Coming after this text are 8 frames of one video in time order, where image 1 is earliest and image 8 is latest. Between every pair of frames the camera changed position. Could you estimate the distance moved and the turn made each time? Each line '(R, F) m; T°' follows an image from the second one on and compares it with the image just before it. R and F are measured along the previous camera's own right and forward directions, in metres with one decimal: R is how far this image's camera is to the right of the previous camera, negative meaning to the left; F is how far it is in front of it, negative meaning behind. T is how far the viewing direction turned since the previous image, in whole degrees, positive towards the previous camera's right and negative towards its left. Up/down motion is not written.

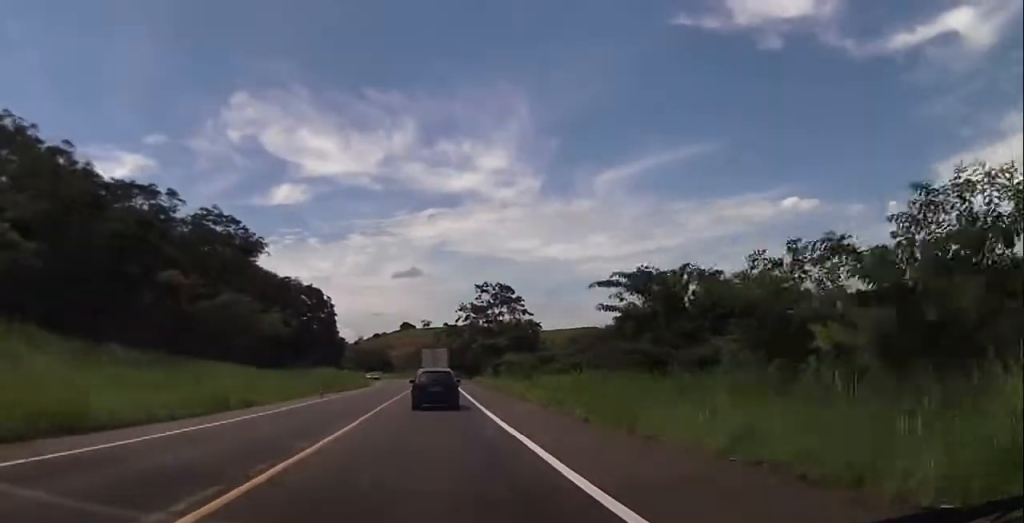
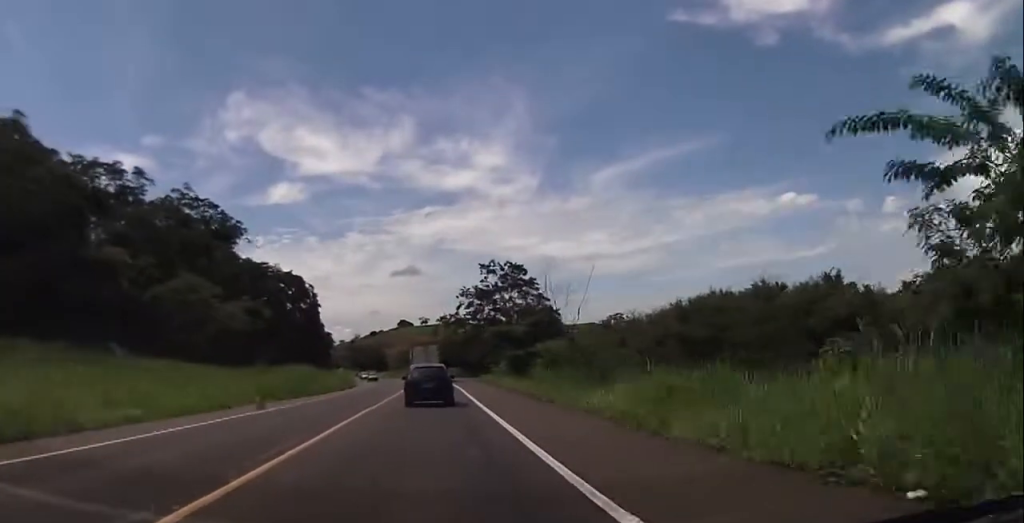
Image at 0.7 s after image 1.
(+0.3, +18.3) m; 0°
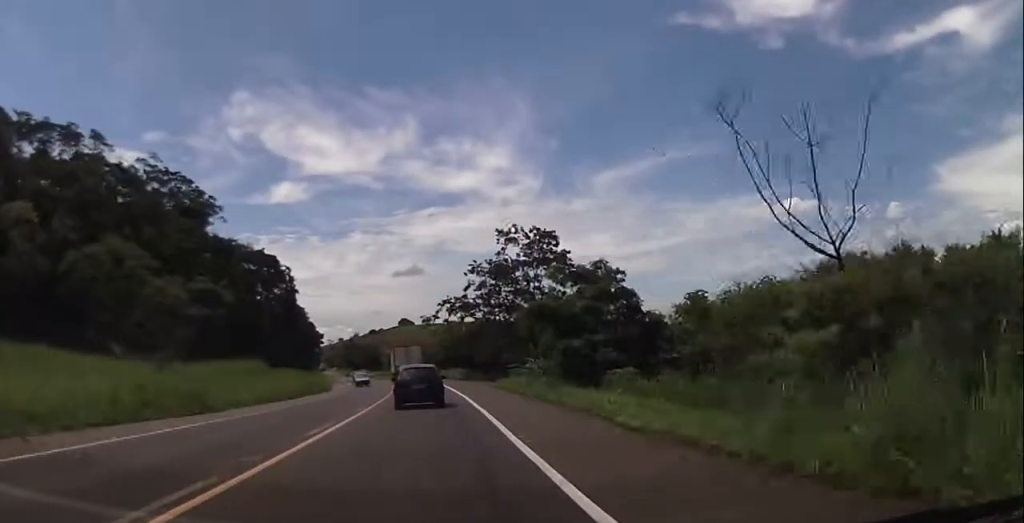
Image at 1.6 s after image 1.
(-0.3, +22.6) m; -1°
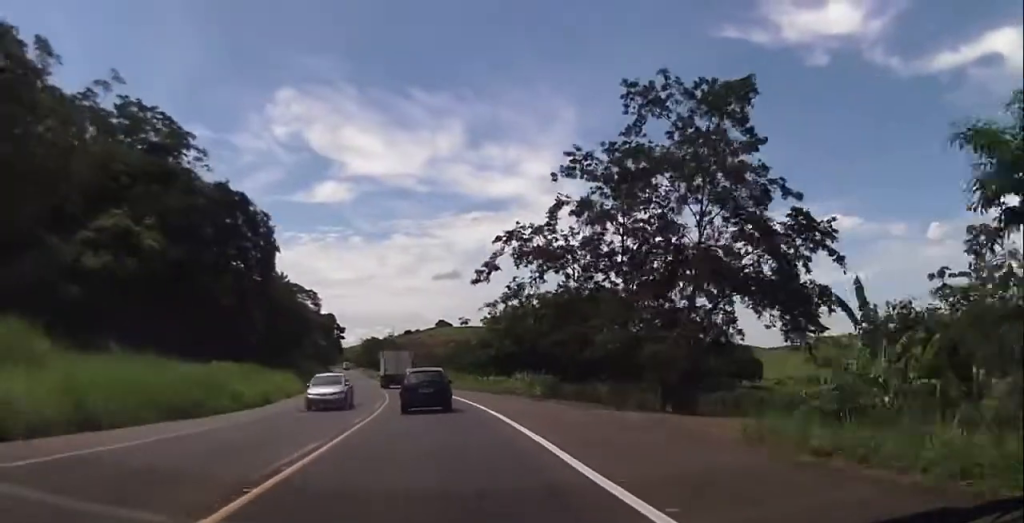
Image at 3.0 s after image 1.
(-0.5, +36.4) m; -1°
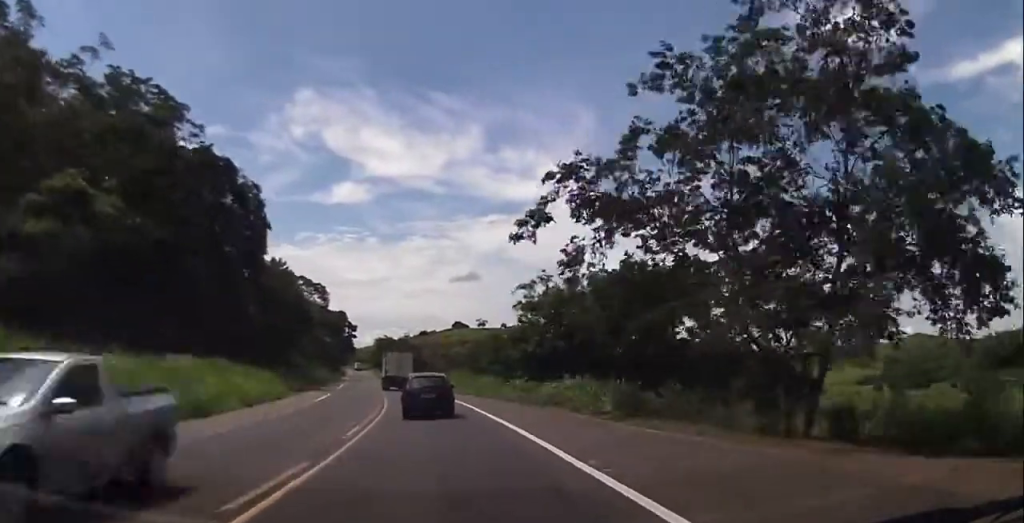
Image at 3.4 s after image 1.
(0.0, +11.4) m; -1°
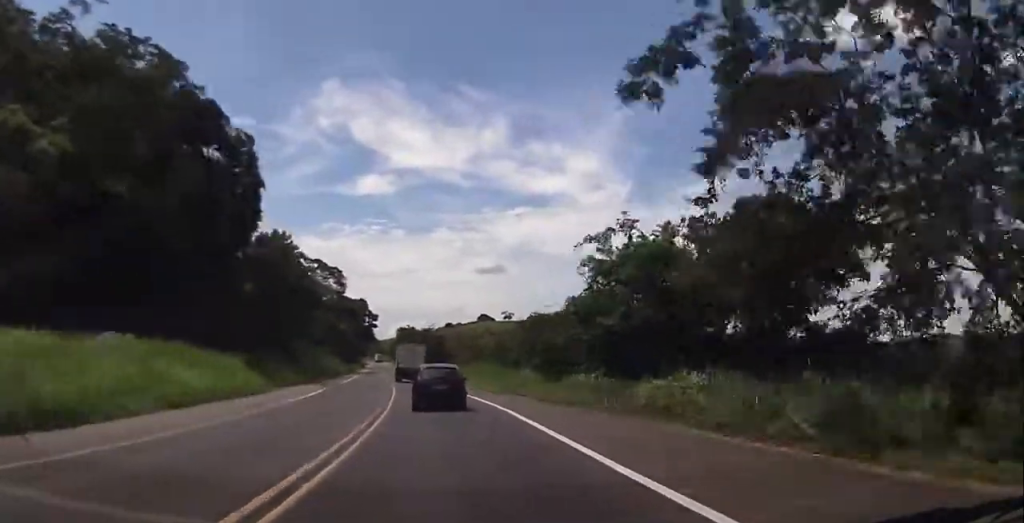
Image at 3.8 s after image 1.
(+0.2, +11.4) m; -1°
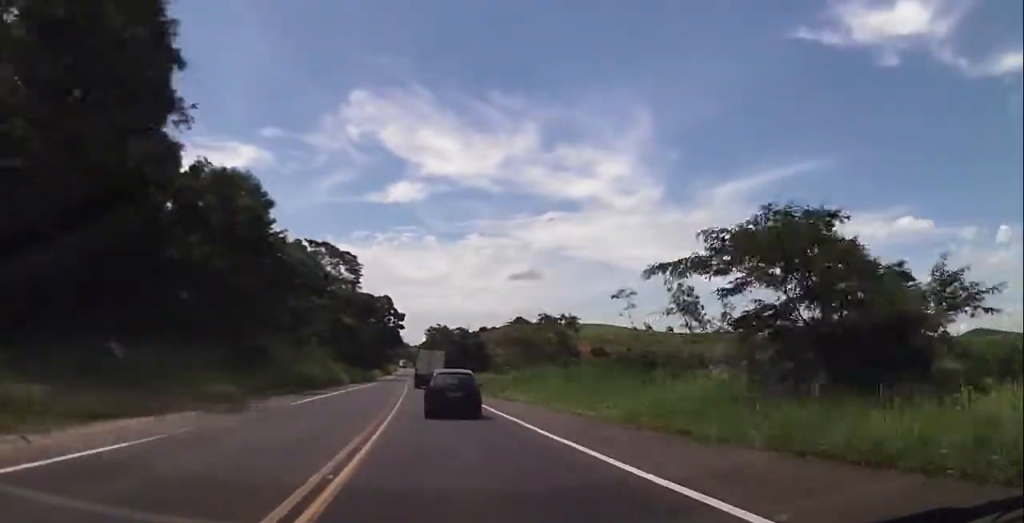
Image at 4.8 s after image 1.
(-1.0, +25.9) m; -3°
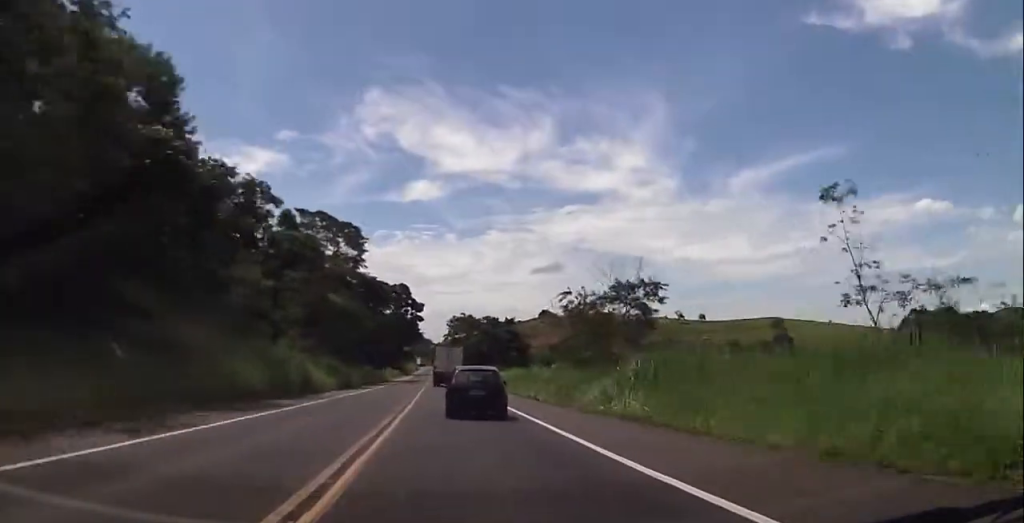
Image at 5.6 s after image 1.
(-0.4, +21.8) m; -2°
